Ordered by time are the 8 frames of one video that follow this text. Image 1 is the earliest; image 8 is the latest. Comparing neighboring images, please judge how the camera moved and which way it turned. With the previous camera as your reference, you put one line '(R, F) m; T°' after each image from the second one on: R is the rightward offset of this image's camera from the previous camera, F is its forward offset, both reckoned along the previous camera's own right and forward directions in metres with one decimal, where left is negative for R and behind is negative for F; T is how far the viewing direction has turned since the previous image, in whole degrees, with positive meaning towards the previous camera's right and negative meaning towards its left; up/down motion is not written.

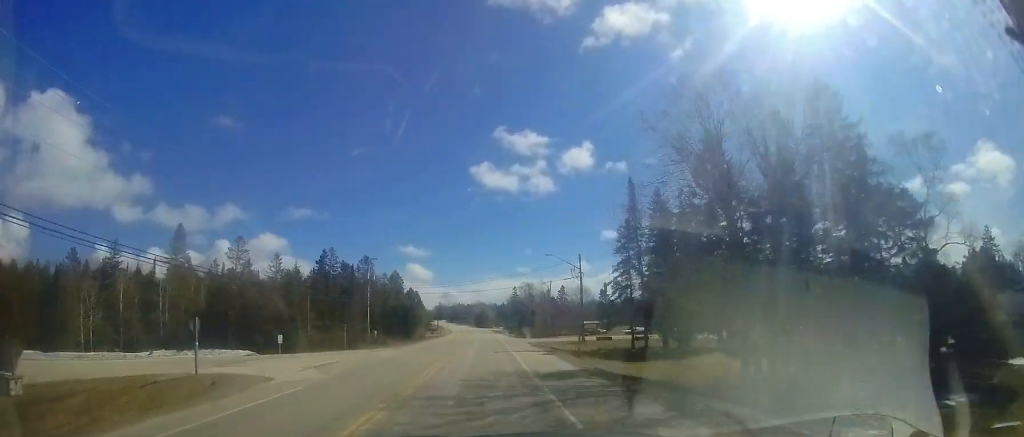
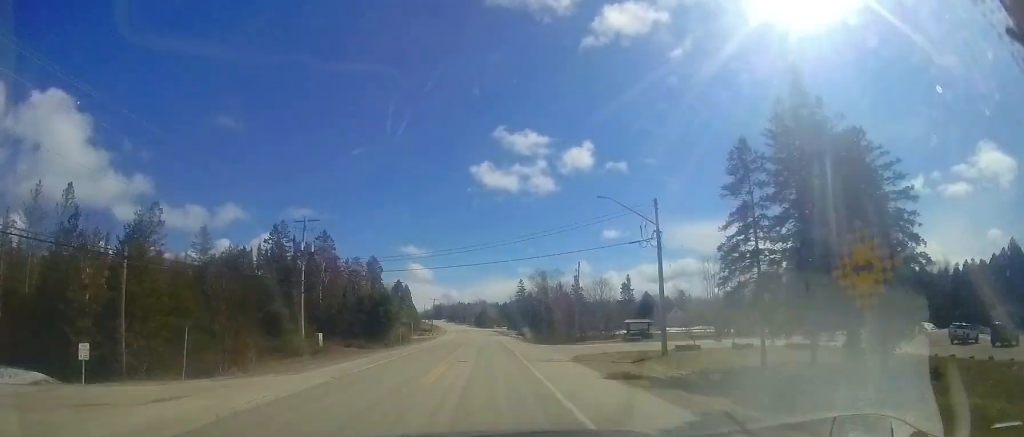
(-0.2, +19.4) m; -1°
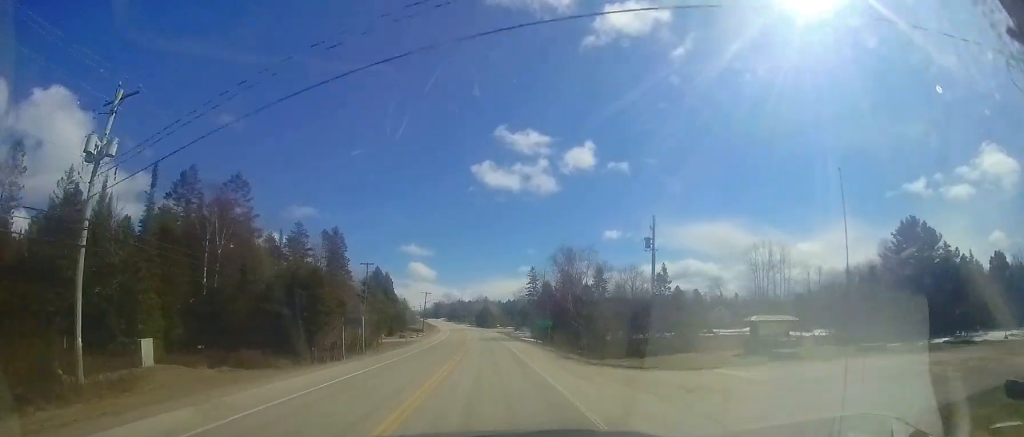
(-0.1, +21.3) m; -1°
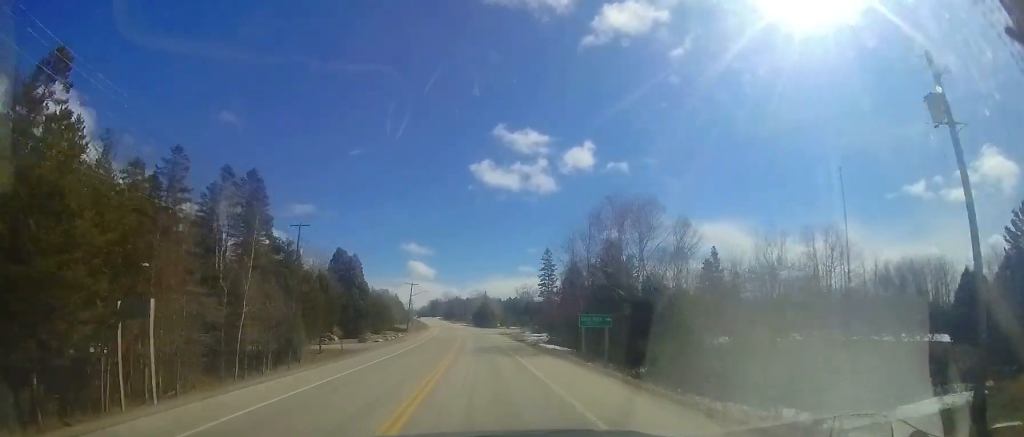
(-0.3, +20.5) m; 0°
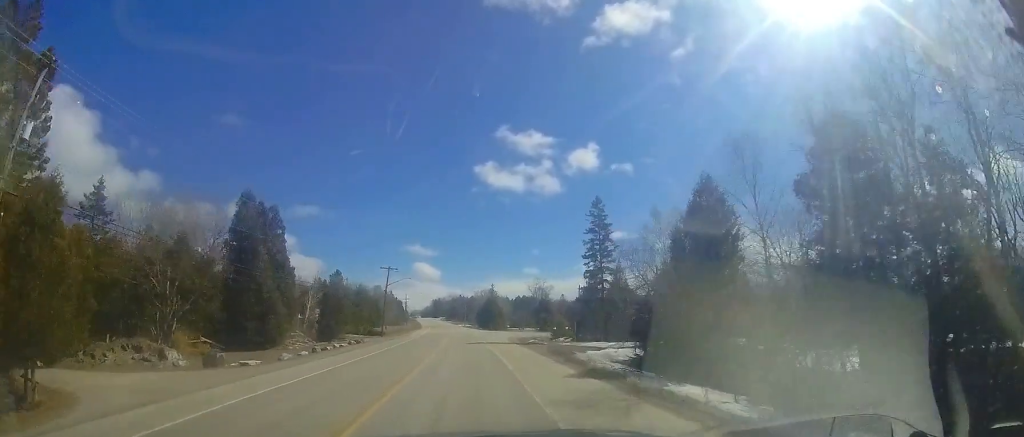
(+0.5, +25.9) m; -1°
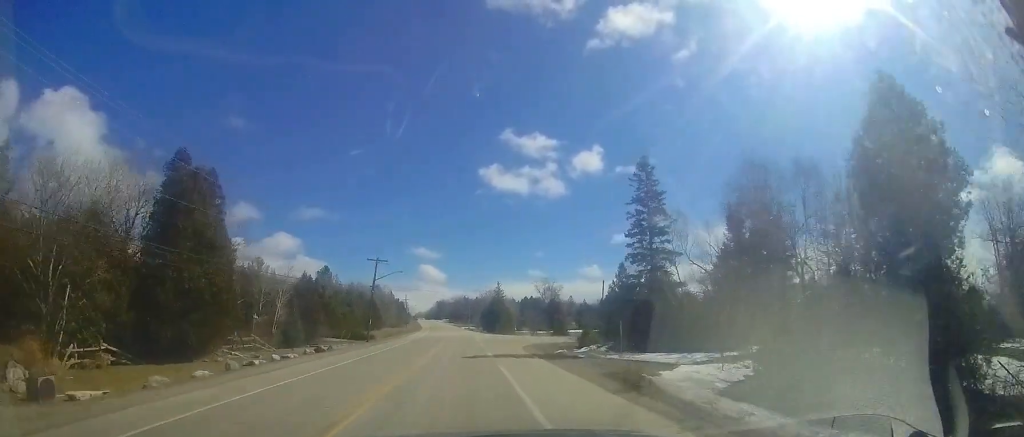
(-0.4, +9.8) m; 0°
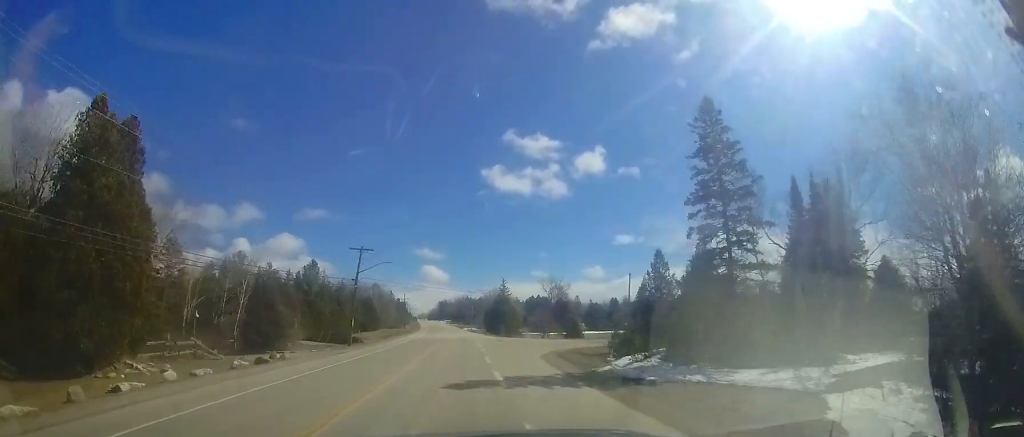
(-0.2, +8.5) m; +1°
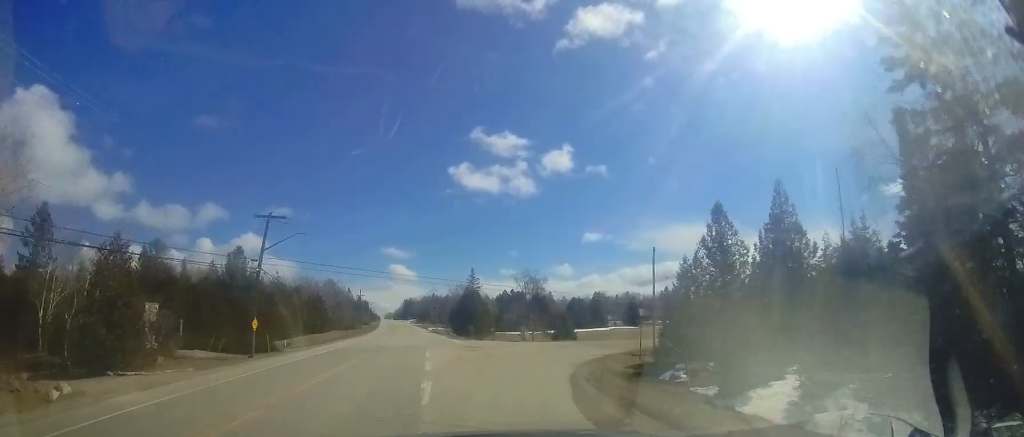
(+0.9, +14.1) m; +7°
